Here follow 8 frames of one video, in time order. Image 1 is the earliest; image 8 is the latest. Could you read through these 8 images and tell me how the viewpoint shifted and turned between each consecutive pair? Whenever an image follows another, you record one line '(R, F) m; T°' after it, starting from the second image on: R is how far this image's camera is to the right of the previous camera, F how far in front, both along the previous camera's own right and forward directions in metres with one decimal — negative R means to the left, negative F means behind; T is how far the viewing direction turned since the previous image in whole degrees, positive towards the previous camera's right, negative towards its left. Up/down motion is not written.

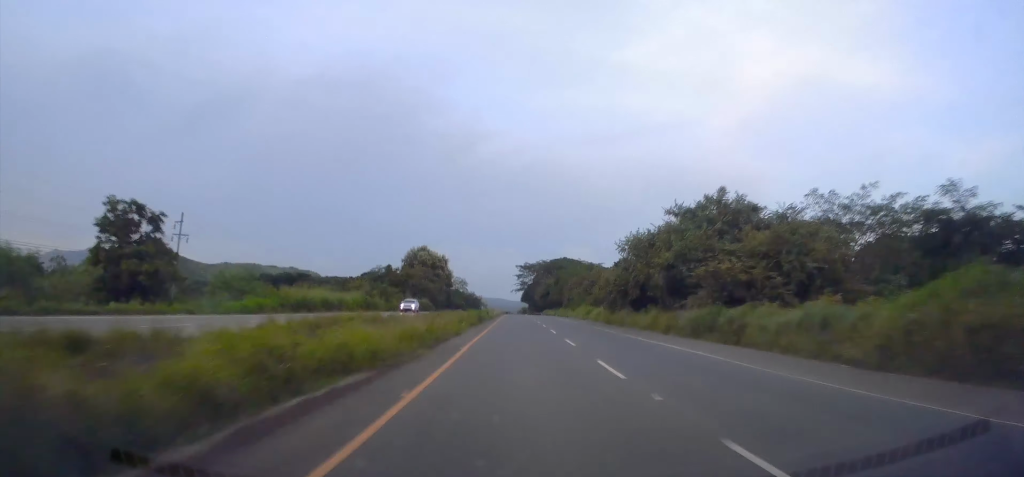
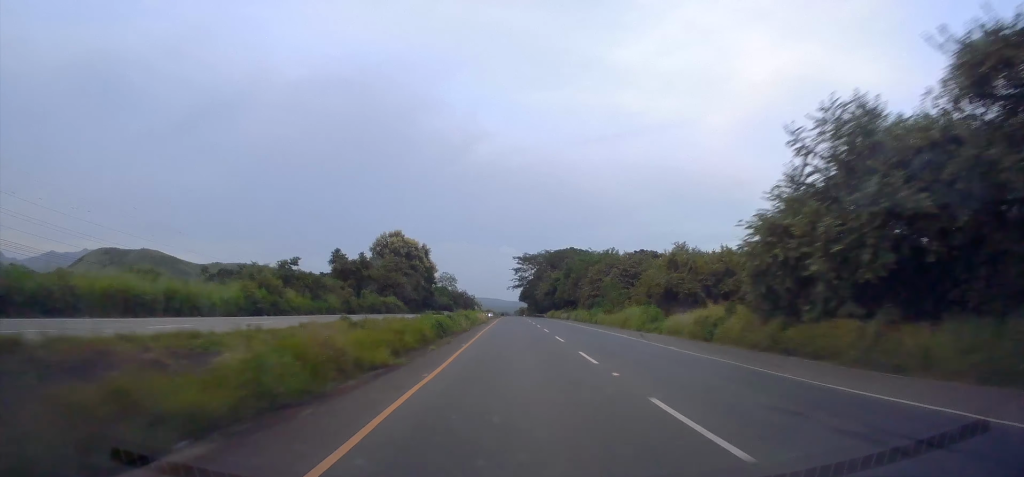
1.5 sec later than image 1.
(0.0, +32.3) m; 0°
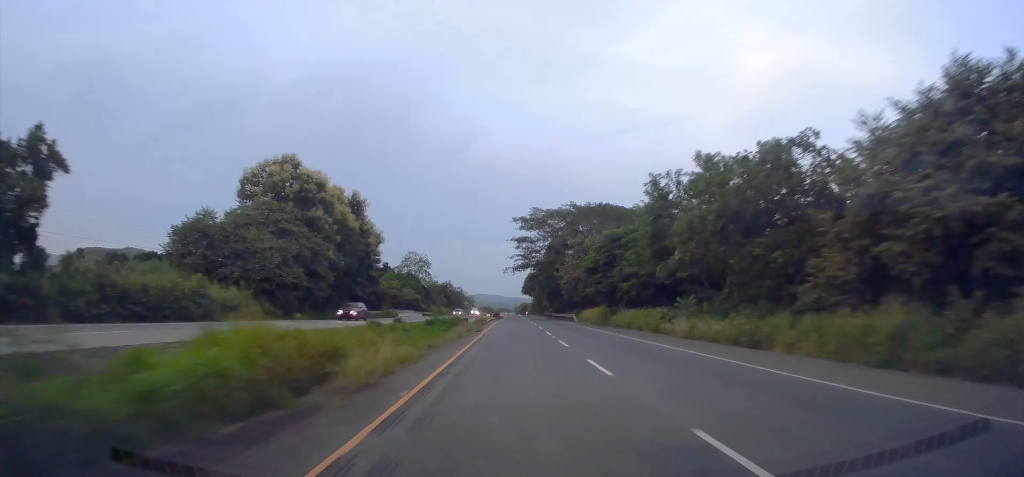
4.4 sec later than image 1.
(+0.1, +62.1) m; 0°
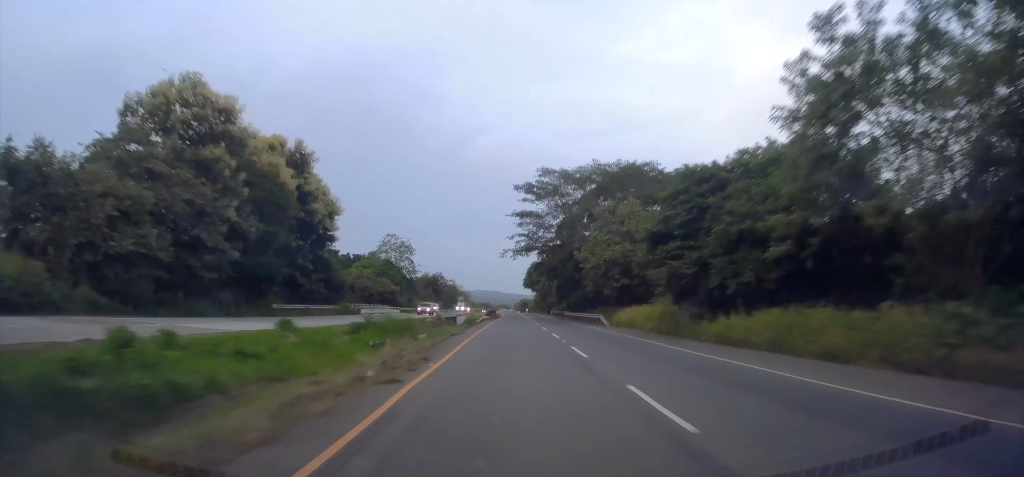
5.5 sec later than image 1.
(0.0, +22.9) m; 0°
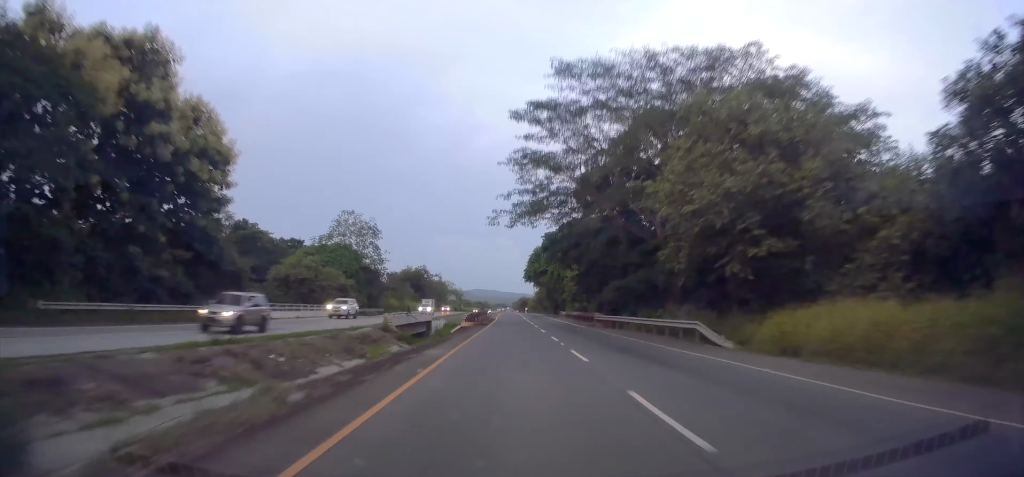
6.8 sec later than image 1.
(+0.2, +26.3) m; 0°
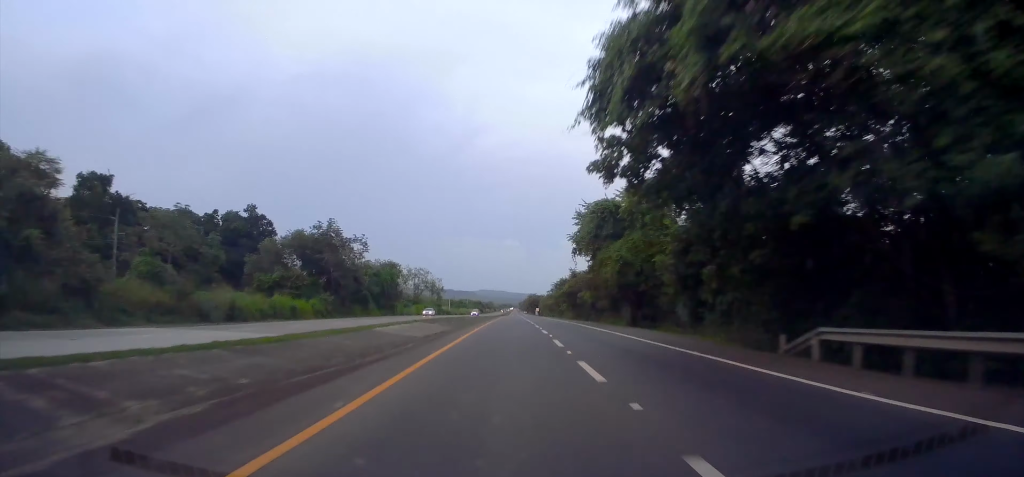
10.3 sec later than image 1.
(-0.3, +73.7) m; -1°
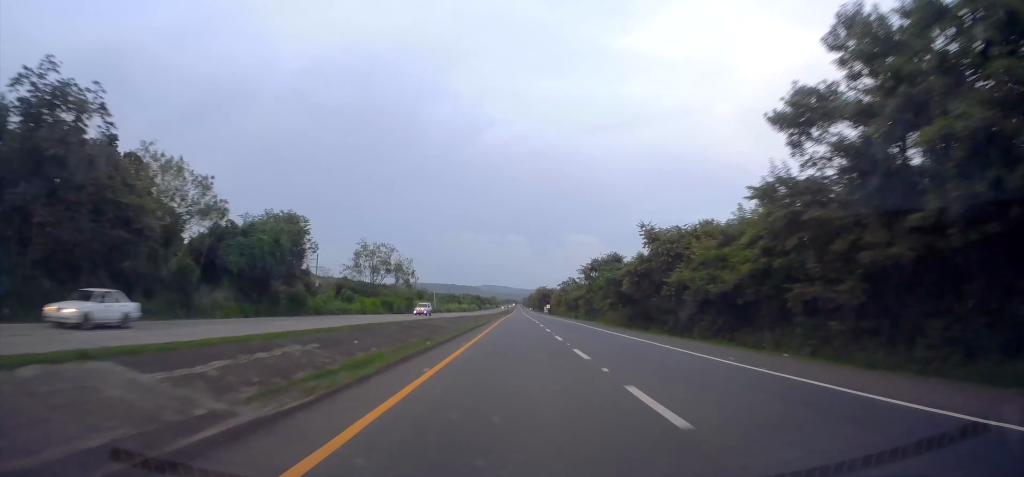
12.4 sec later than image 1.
(-0.2, +46.0) m; -1°
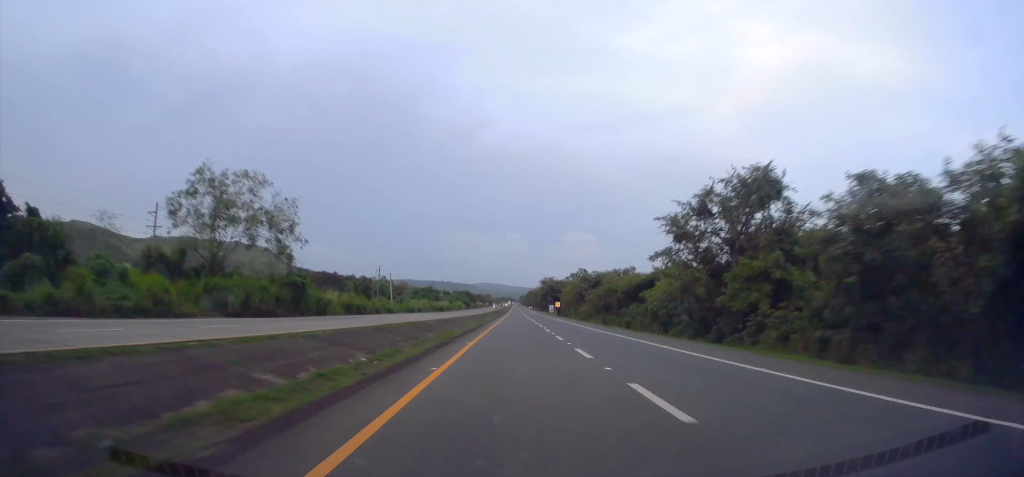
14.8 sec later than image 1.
(-0.4, +50.6) m; 0°
